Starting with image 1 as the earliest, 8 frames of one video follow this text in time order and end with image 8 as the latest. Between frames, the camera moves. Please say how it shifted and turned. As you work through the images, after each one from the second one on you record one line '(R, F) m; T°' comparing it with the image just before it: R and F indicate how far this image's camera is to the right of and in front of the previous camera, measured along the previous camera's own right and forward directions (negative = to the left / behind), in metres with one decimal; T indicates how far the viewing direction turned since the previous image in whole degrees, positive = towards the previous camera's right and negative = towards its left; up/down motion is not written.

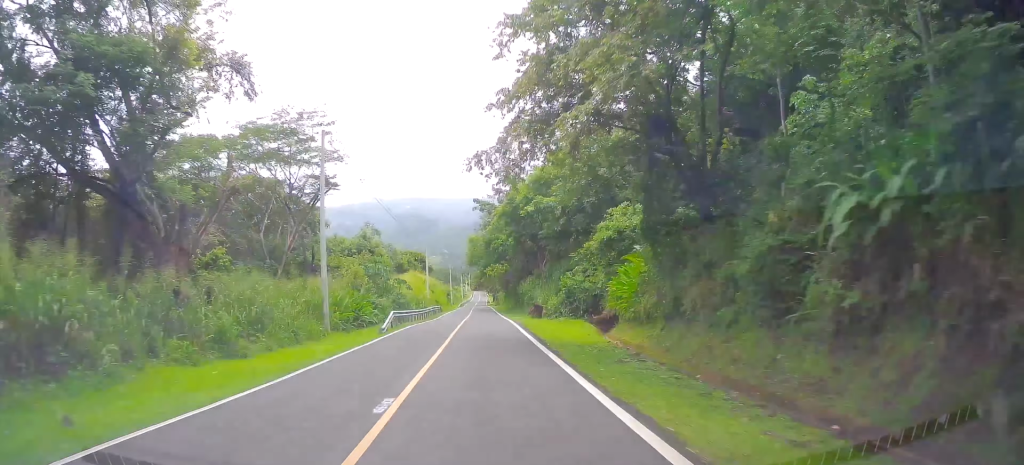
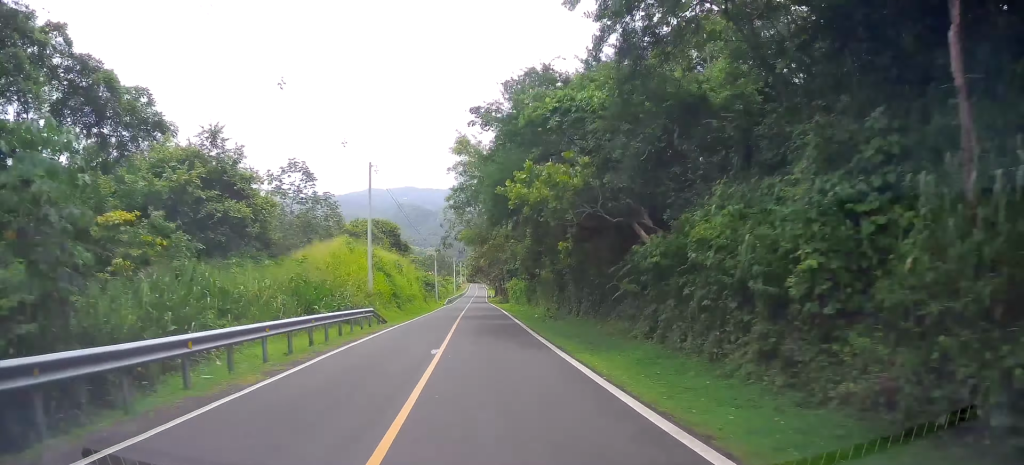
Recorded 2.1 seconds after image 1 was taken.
(+0.9, +40.4) m; +1°
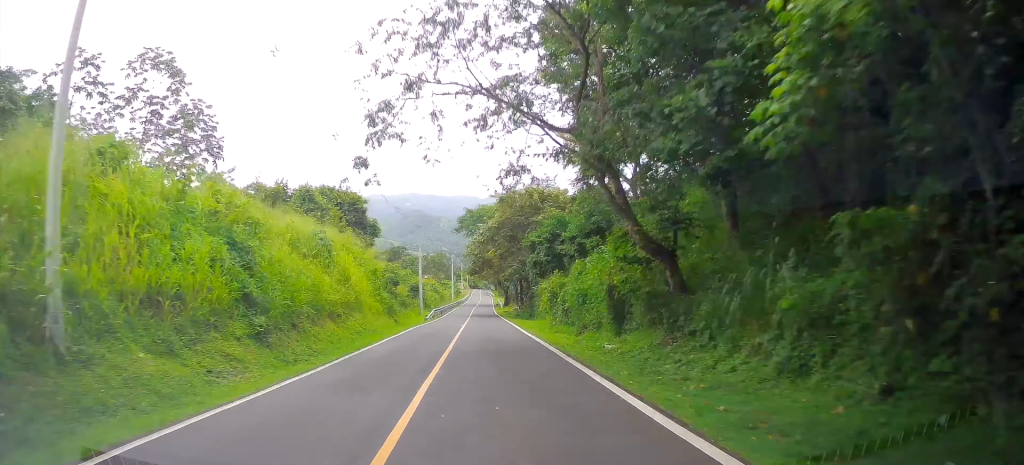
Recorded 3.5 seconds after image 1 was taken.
(-0.1, +28.1) m; 0°
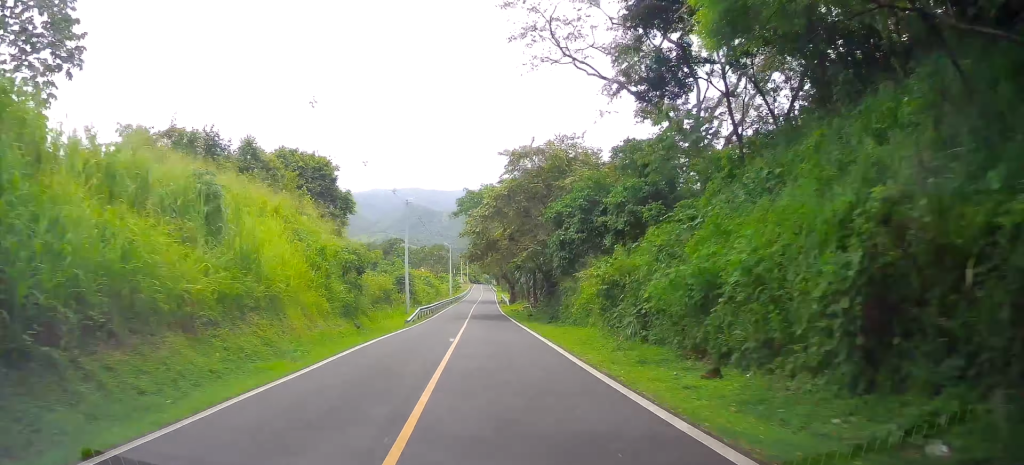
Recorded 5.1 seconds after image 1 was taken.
(-0.1, +30.6) m; 0°
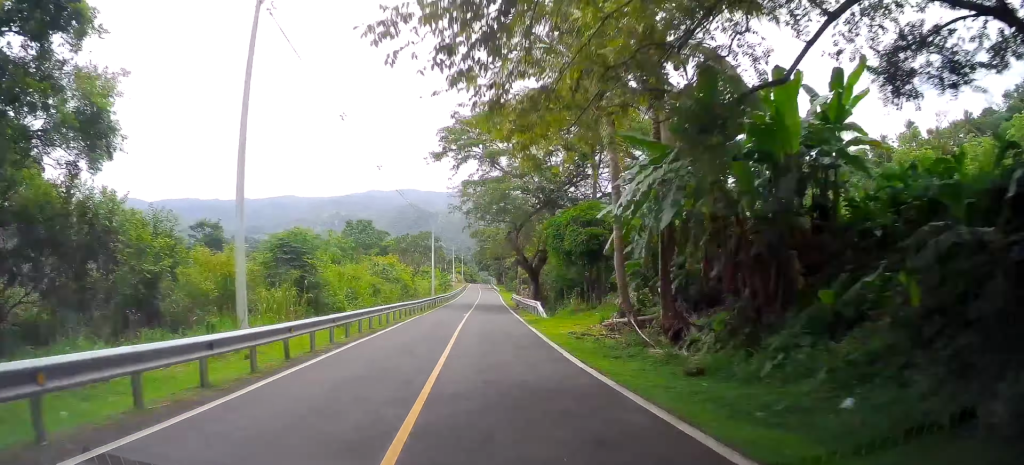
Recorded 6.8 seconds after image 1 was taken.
(-0.4, +33.3) m; +1°
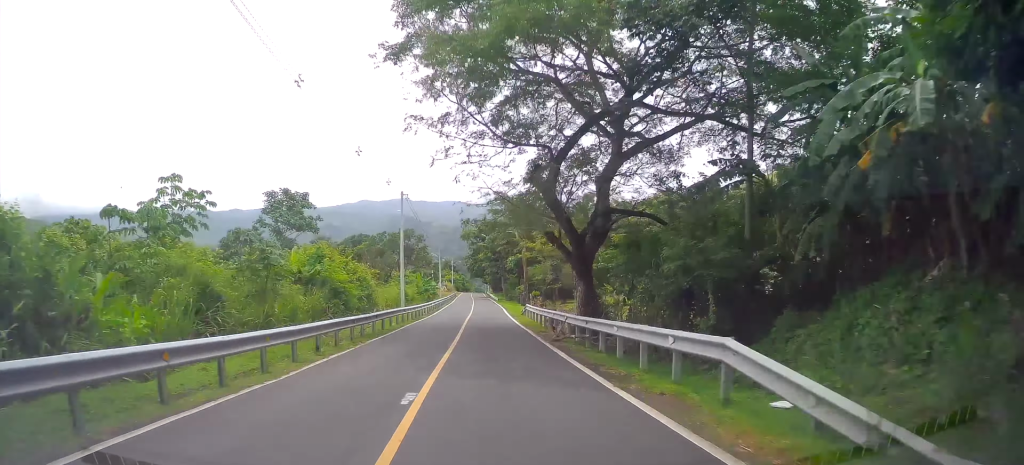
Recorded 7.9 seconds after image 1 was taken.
(+0.5, +24.0) m; +1°
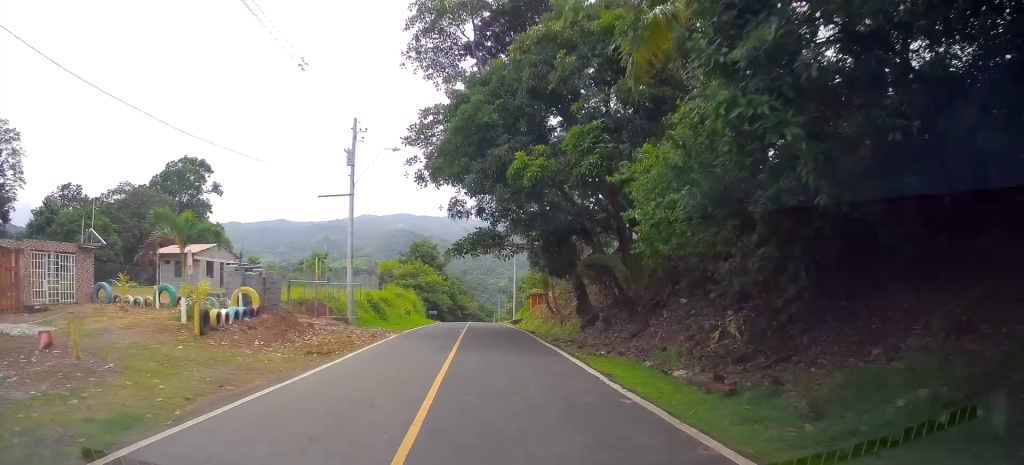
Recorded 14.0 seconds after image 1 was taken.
(+1.5, +130.3) m; +1°
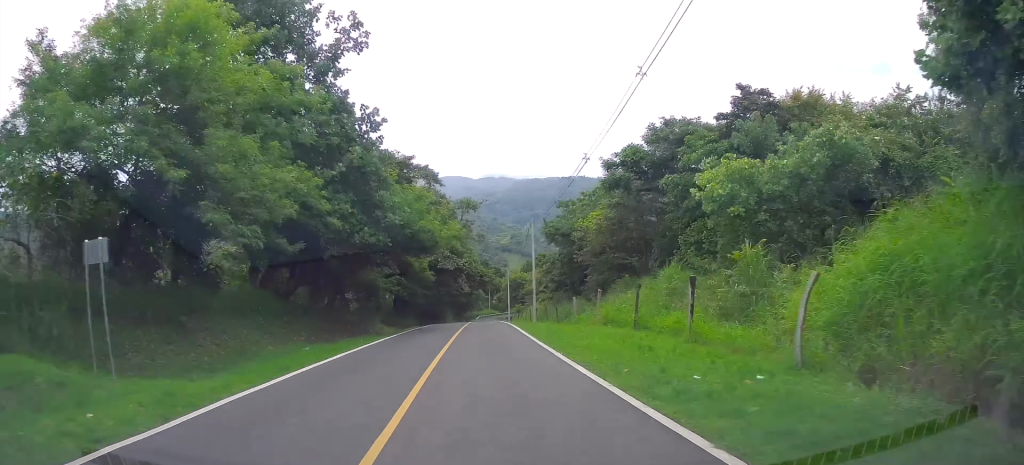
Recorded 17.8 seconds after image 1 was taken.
(0.0, +84.5) m; 0°
